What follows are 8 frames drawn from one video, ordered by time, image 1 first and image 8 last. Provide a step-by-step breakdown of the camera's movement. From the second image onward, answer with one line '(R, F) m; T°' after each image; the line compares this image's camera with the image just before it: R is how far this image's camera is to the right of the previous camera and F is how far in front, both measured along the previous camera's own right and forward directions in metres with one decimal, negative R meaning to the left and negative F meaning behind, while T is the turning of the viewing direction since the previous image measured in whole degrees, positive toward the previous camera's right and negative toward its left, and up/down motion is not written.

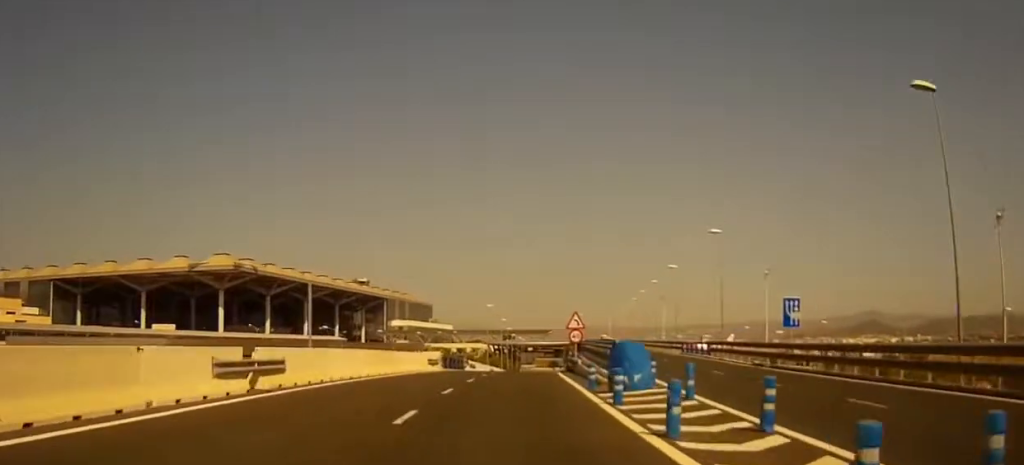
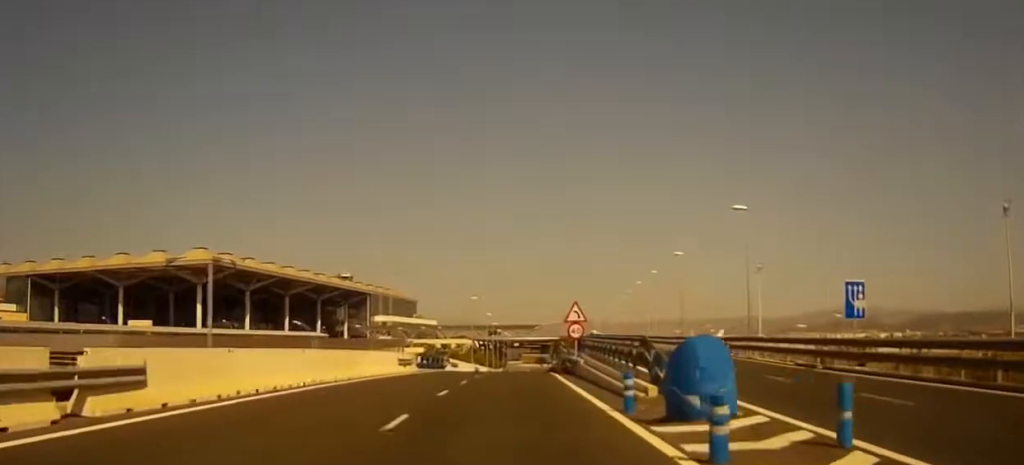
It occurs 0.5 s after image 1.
(0.0, +7.9) m; +1°
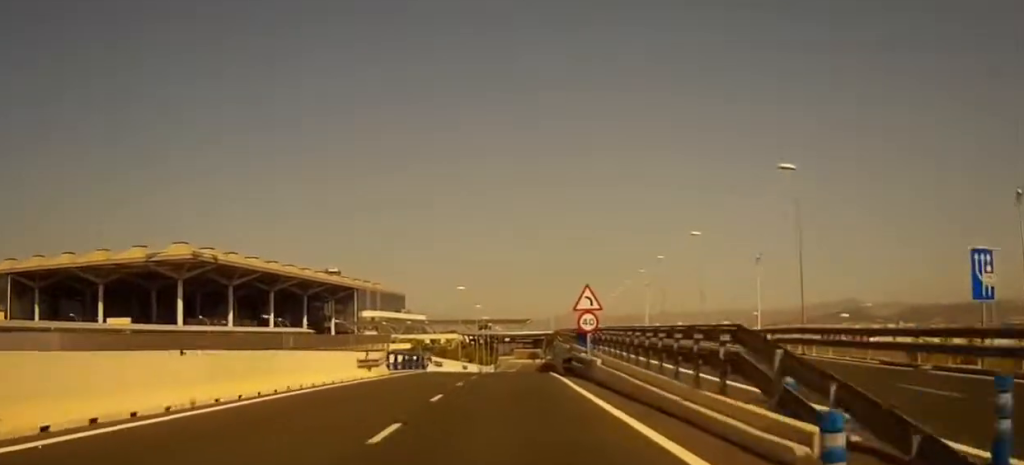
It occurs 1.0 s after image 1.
(+0.1, +8.9) m; +1°
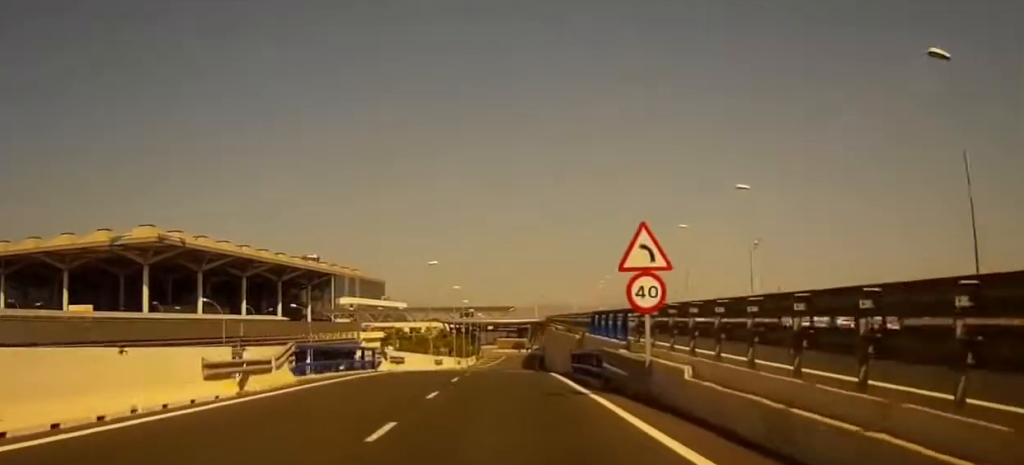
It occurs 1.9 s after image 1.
(+0.2, +14.8) m; +1°
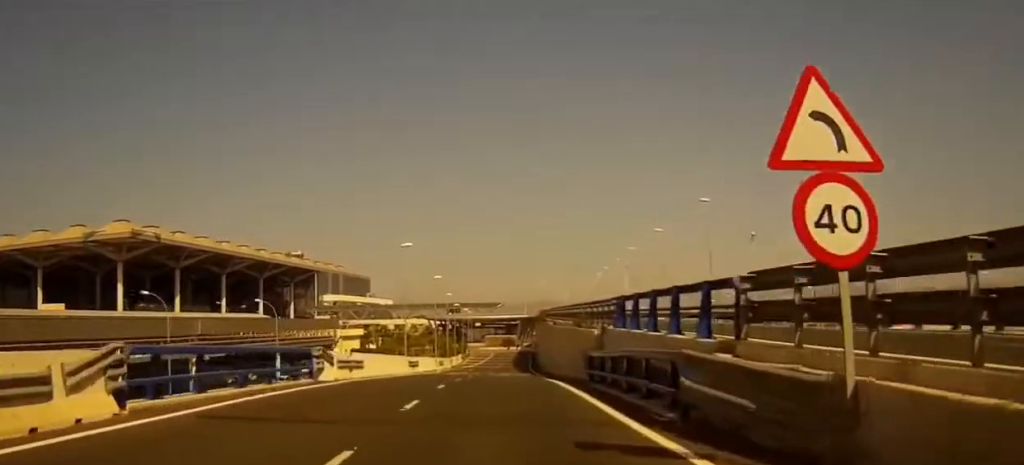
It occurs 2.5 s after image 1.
(+0.1, +10.1) m; +1°
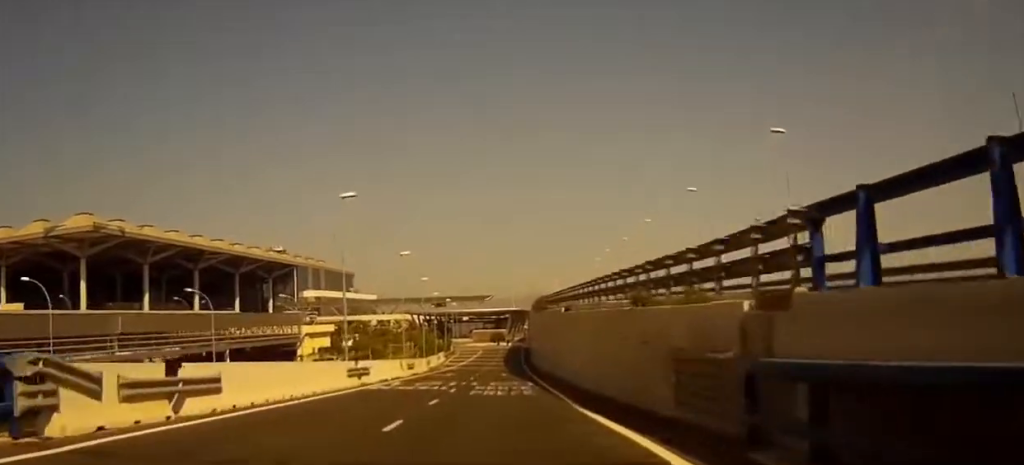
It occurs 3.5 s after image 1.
(+0.1, +15.6) m; +1°
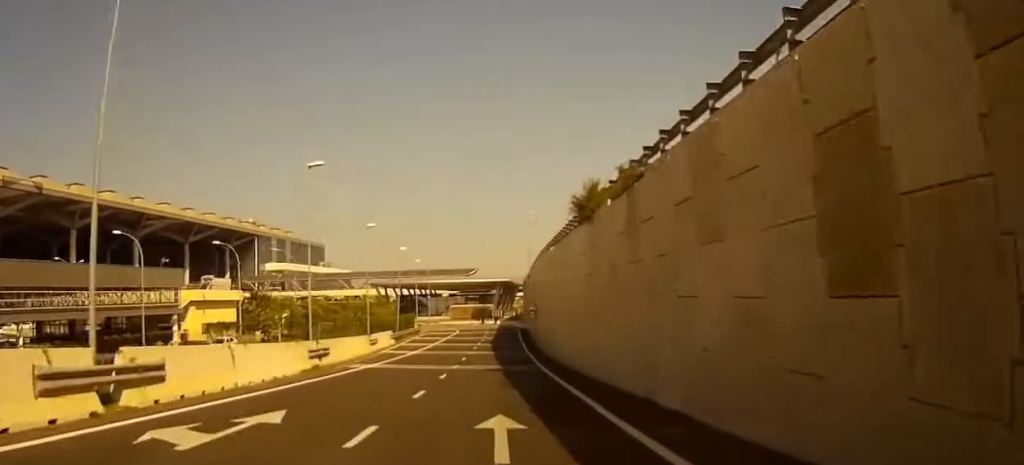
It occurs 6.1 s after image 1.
(+0.4, +40.7) m; +1°
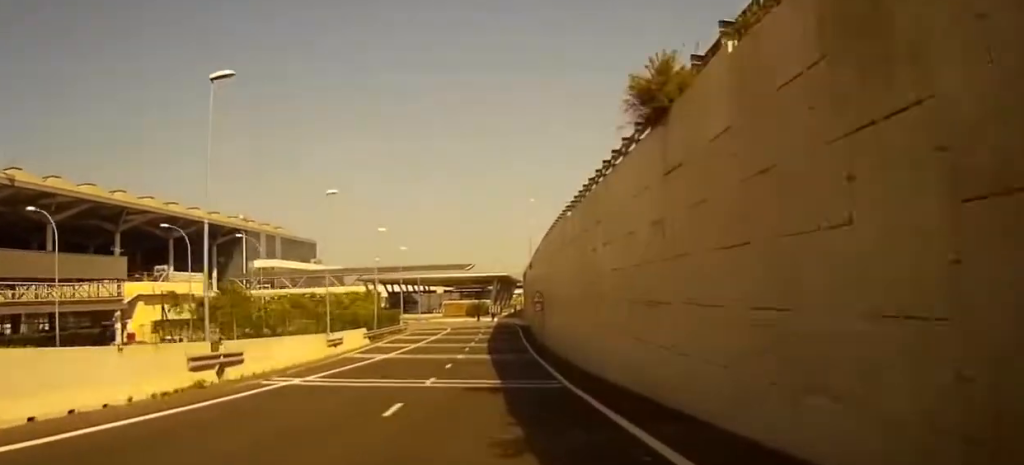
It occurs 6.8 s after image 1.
(0.0, +11.7) m; +1°
